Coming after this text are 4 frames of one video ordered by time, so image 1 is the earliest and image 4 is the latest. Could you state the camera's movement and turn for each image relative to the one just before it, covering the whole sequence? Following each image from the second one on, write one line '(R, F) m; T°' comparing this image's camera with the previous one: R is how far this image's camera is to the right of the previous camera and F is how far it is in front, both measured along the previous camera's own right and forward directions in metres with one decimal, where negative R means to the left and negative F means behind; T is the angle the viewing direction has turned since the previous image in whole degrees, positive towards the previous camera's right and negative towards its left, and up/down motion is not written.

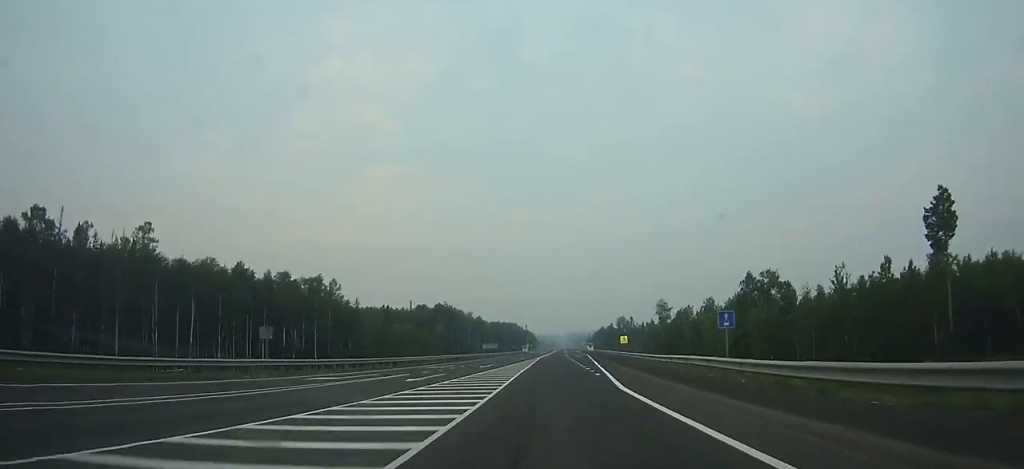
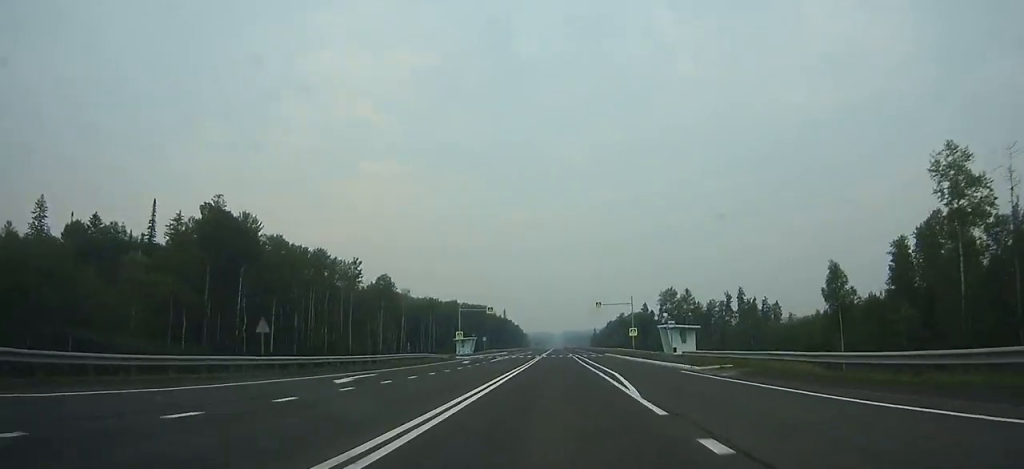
(+0.7, +164.6) m; +1°
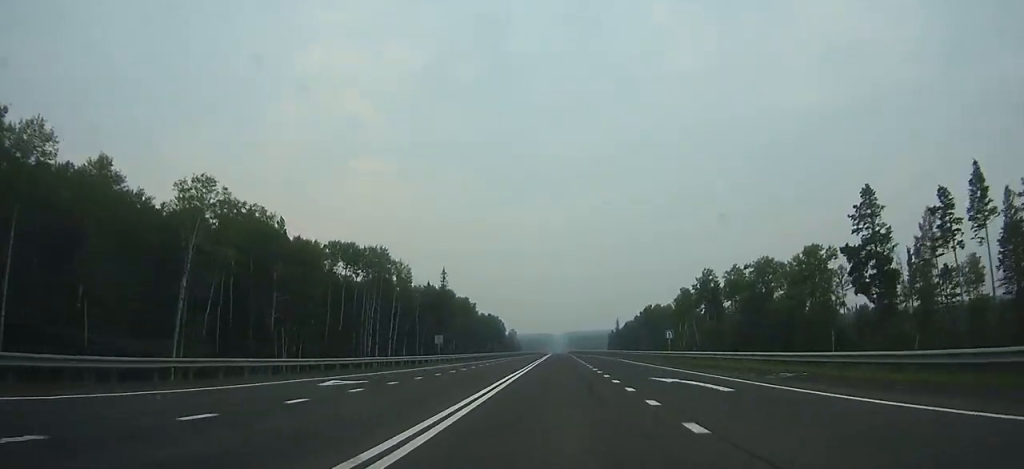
(+0.2, +164.0) m; 0°
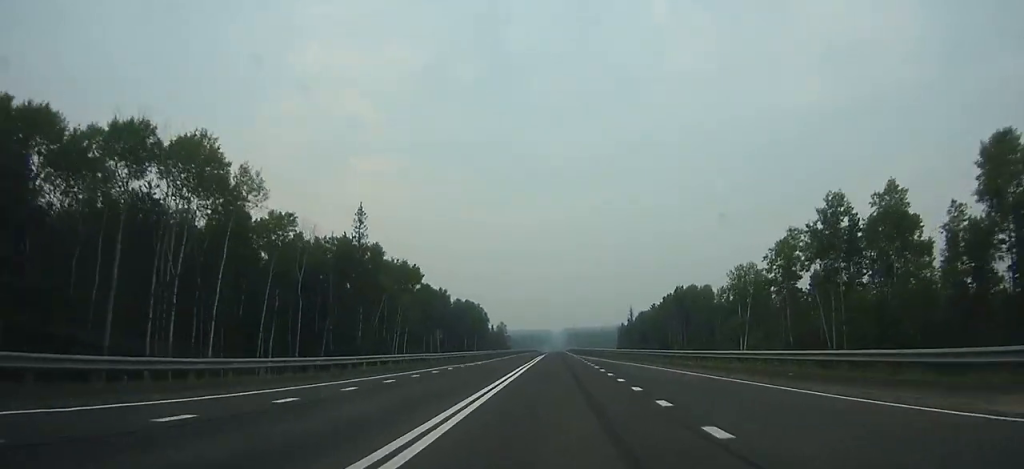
(0.0, +59.2) m; 0°
